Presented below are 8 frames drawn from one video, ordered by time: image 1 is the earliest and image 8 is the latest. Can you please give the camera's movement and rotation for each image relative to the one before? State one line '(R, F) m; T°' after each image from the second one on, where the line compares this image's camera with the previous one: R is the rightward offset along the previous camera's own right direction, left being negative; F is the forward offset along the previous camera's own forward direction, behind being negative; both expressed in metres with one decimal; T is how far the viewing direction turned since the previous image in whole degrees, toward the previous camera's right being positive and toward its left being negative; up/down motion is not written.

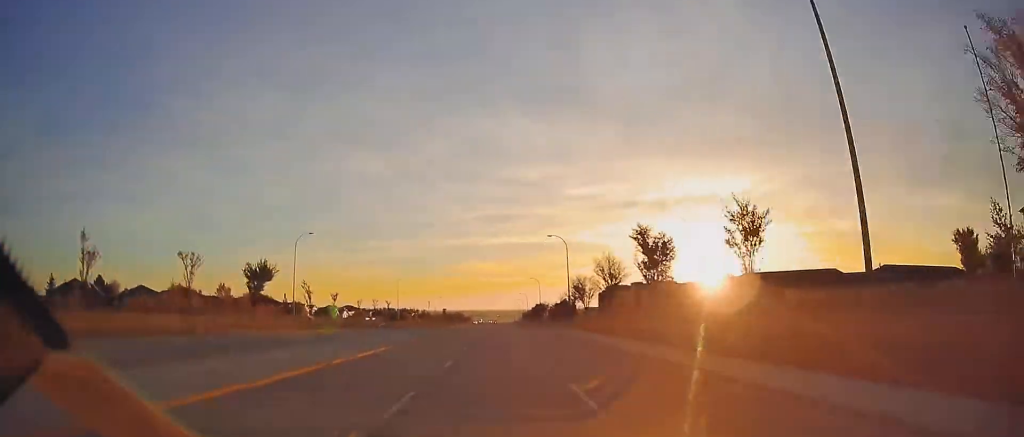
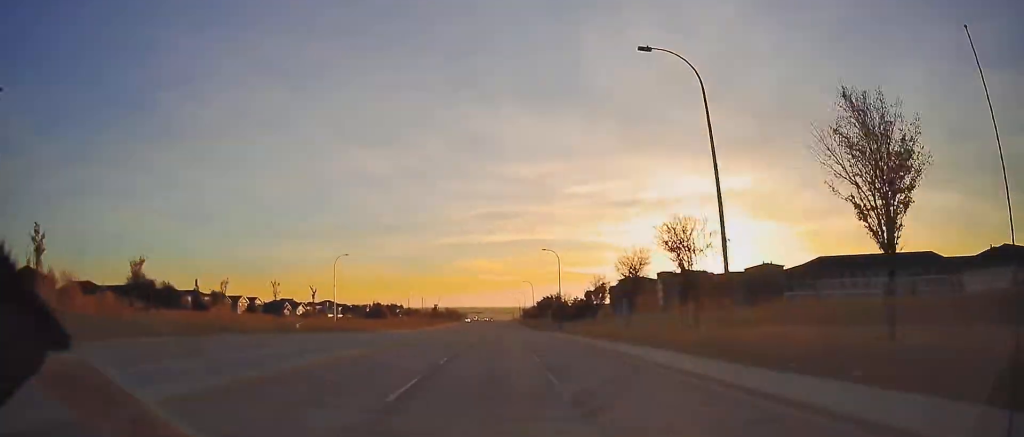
(+0.1, +52.7) m; 0°
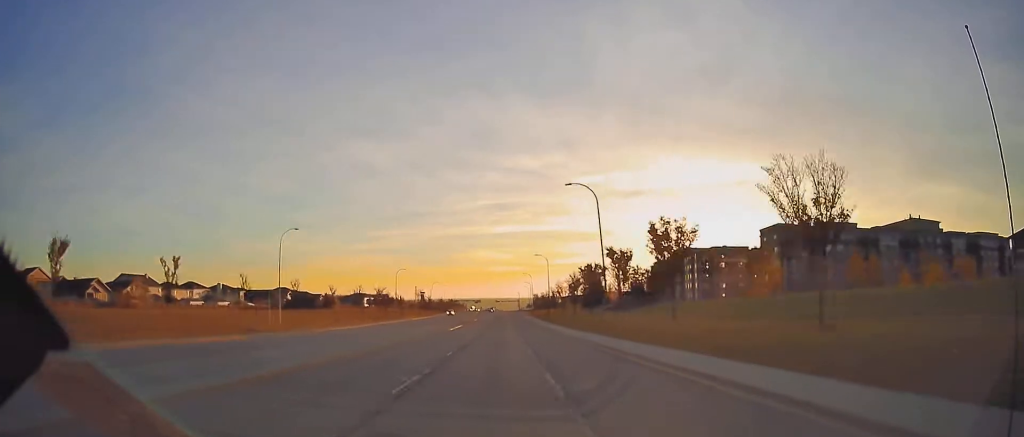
(-0.7, +94.9) m; 0°
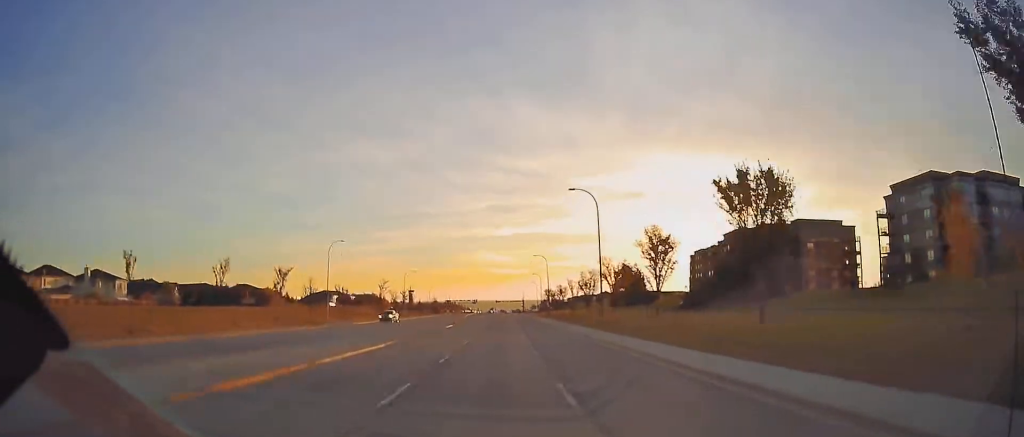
(+0.1, +52.6) m; 0°
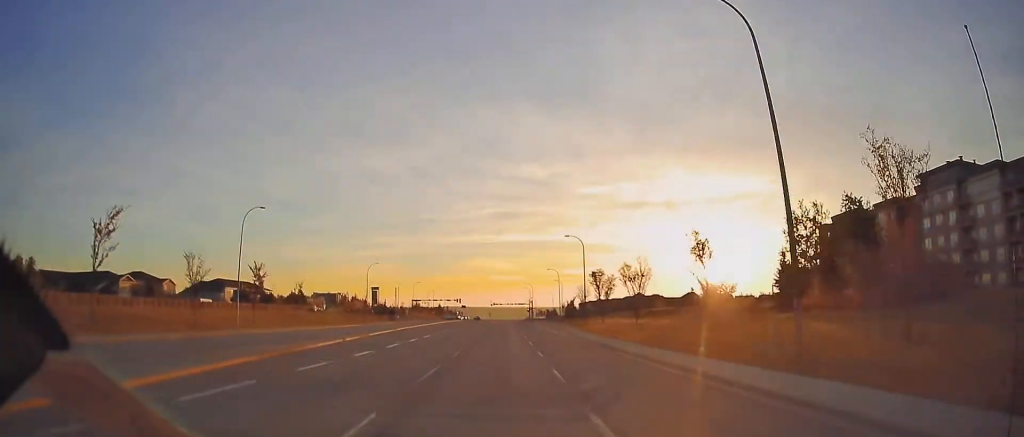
(-0.8, +88.9) m; -1°
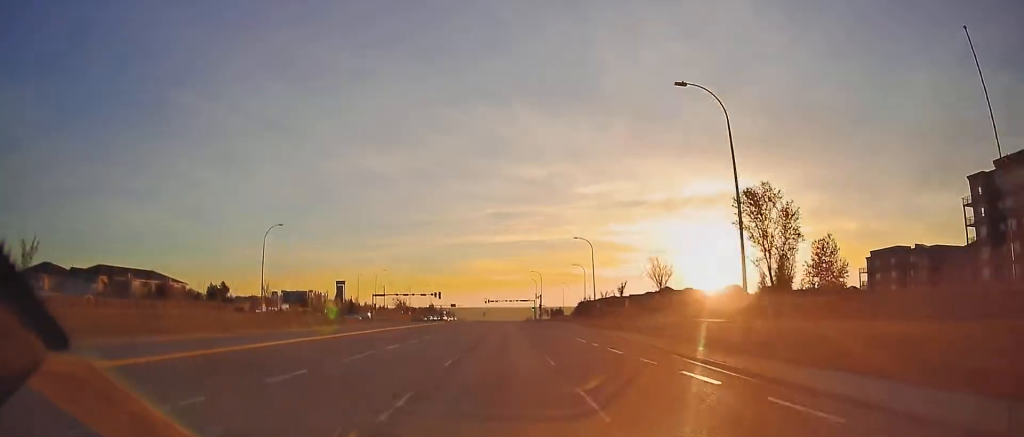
(+0.6, +50.6) m; +1°
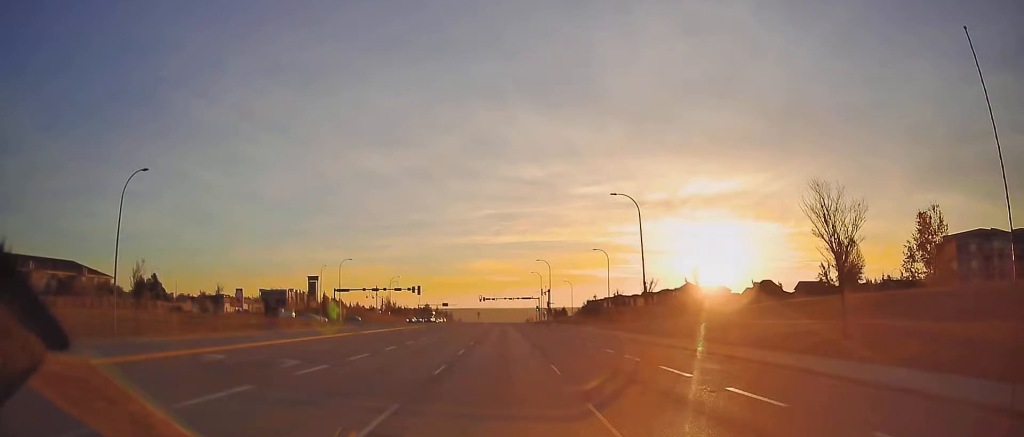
(+0.1, +28.0) m; 0°
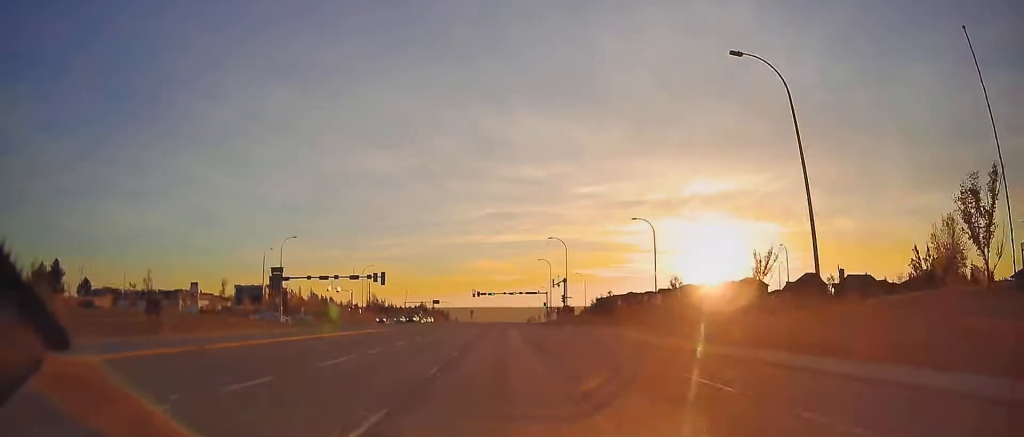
(+0.1, +28.1) m; 0°
